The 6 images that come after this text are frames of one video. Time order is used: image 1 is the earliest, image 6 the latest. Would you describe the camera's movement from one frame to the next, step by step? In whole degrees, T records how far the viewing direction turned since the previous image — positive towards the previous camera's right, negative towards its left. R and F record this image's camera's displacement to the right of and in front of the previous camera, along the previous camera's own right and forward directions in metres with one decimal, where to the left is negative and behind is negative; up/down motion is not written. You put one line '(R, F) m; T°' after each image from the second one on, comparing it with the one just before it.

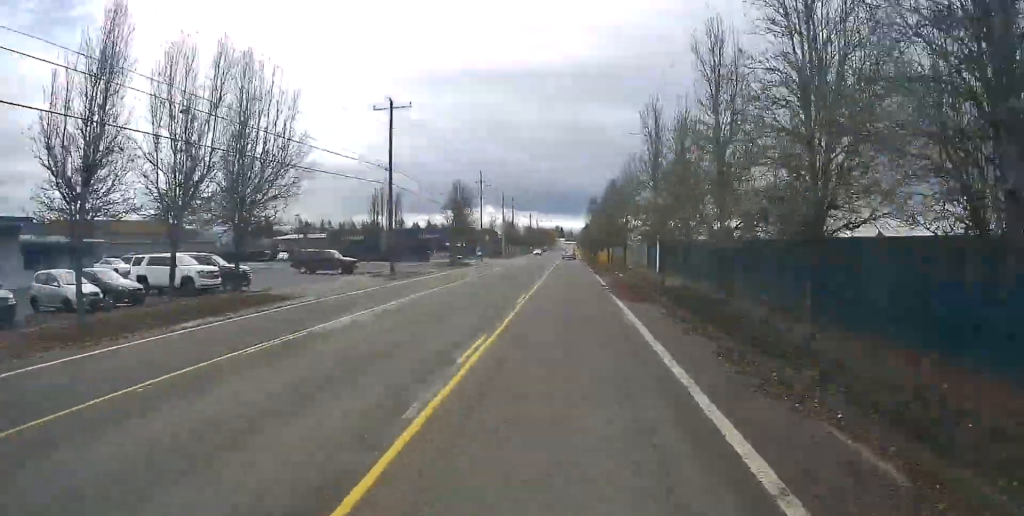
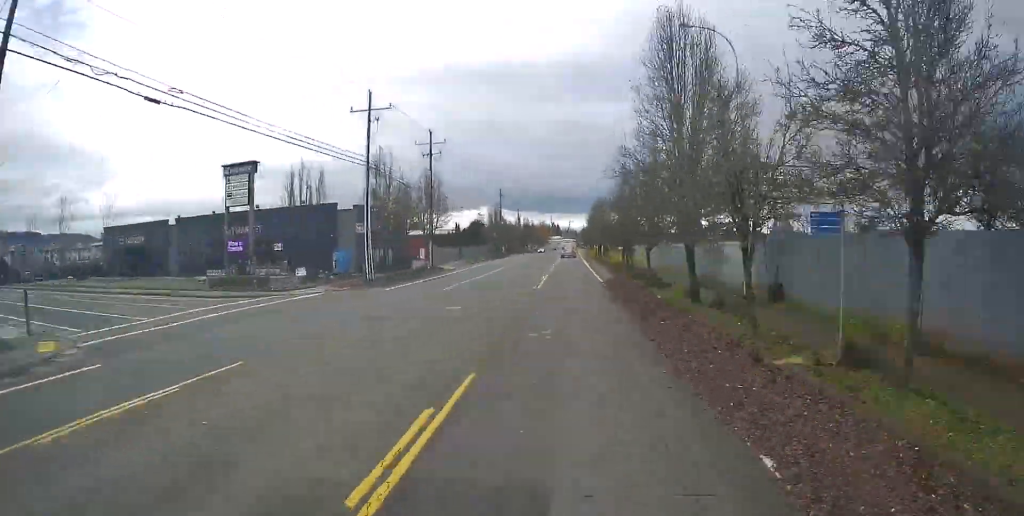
(-0.7, +80.0) m; -1°
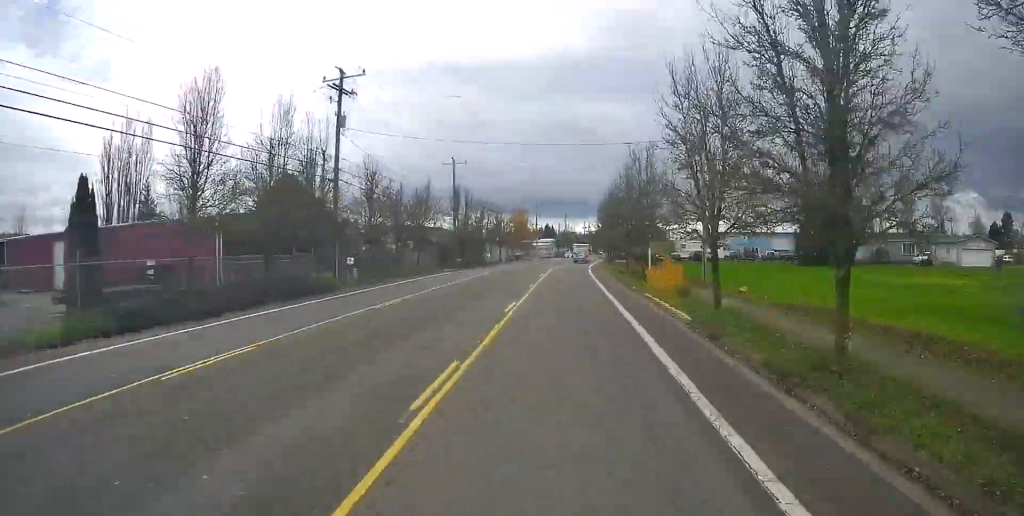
(-0.2, +79.1) m; +1°
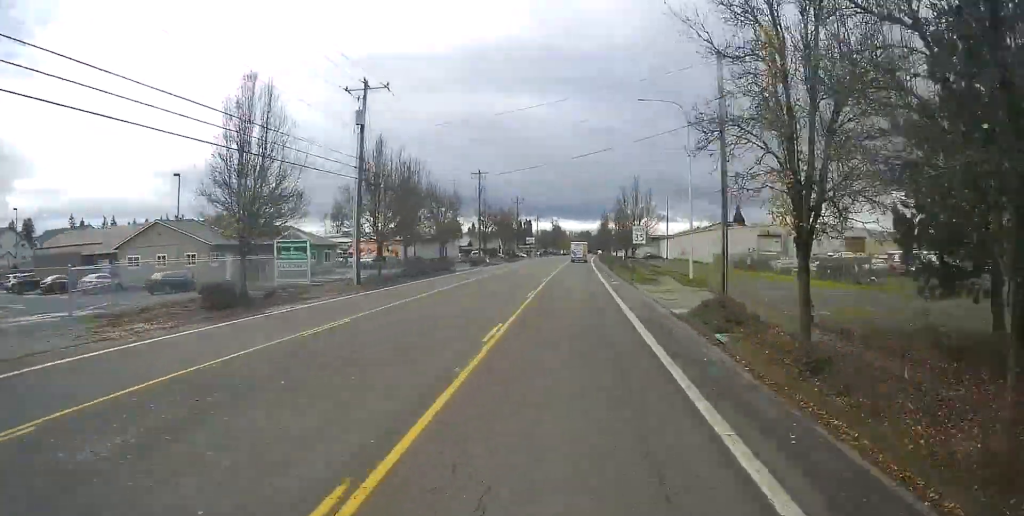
(+5.2, +137.7) m; +6°
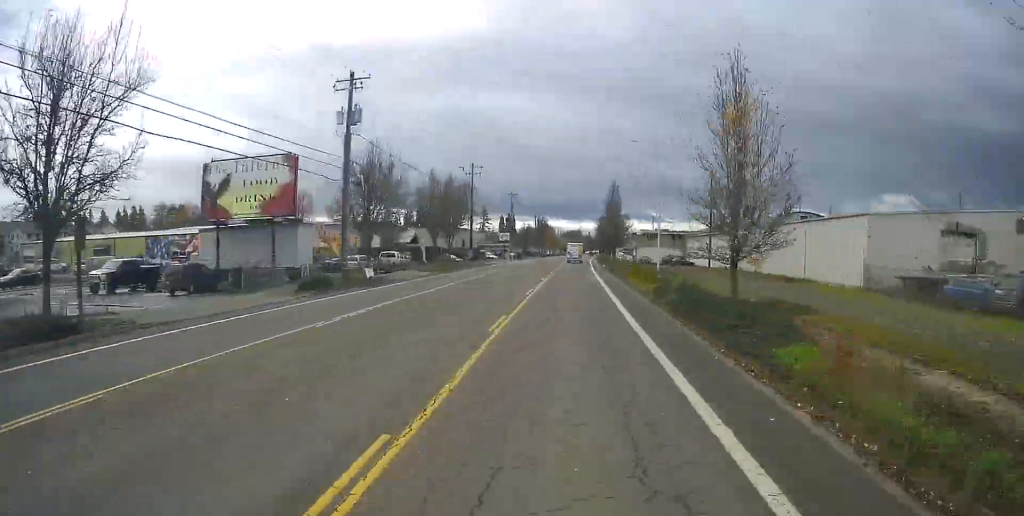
(+1.4, +48.5) m; +2°
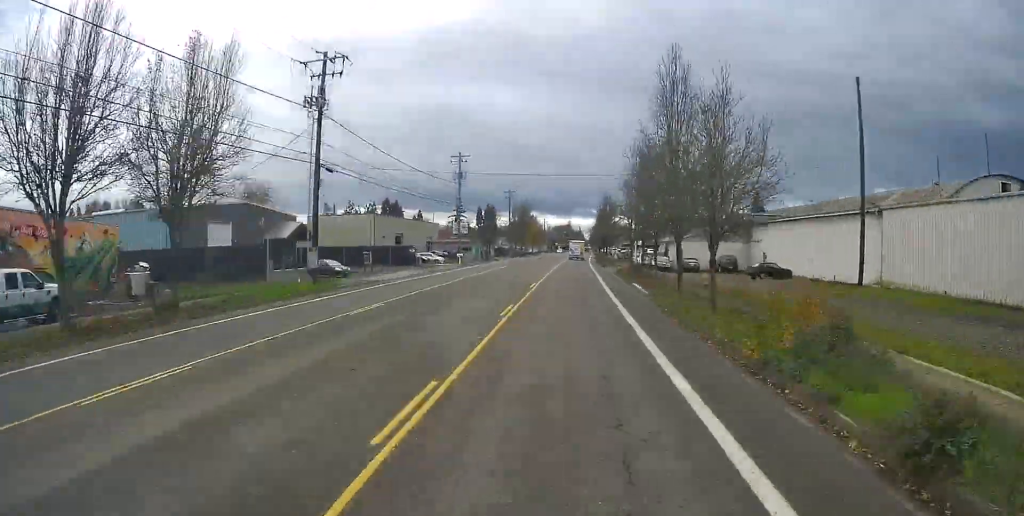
(+1.0, +46.6) m; +2°
